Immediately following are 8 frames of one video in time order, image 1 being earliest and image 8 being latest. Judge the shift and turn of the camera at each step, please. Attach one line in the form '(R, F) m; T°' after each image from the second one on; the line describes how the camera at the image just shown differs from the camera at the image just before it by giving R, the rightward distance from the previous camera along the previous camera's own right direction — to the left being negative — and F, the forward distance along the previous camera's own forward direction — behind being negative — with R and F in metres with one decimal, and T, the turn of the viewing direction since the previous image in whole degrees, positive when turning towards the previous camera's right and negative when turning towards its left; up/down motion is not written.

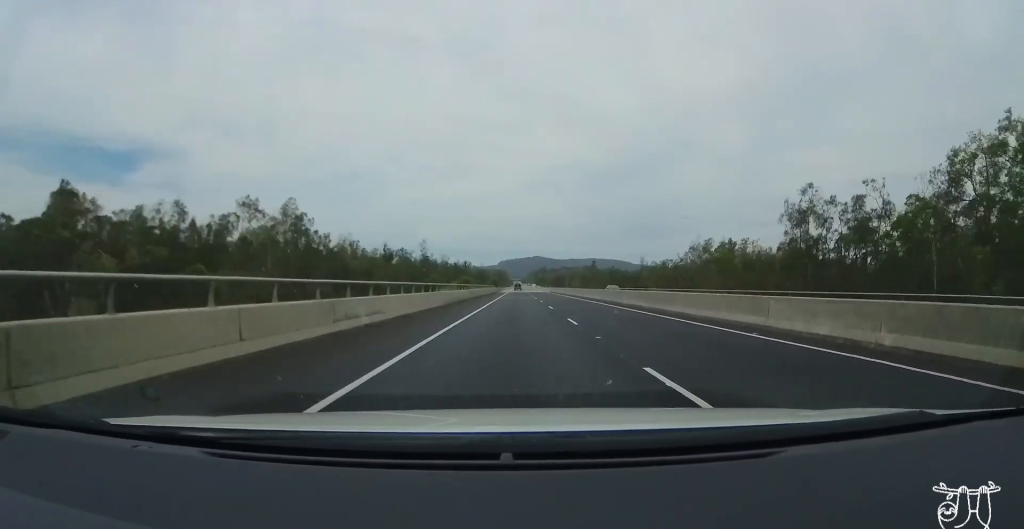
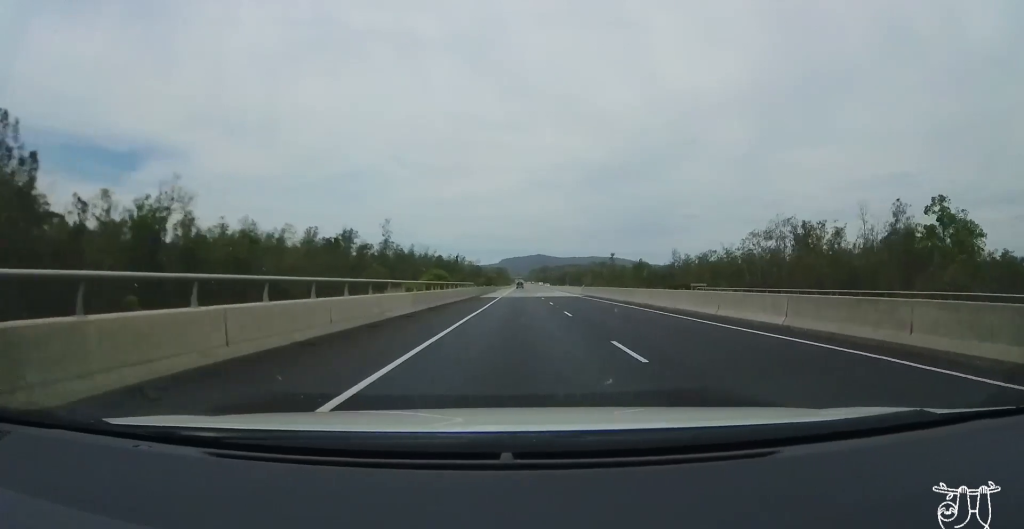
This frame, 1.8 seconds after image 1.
(-1.2, +55.5) m; -2°
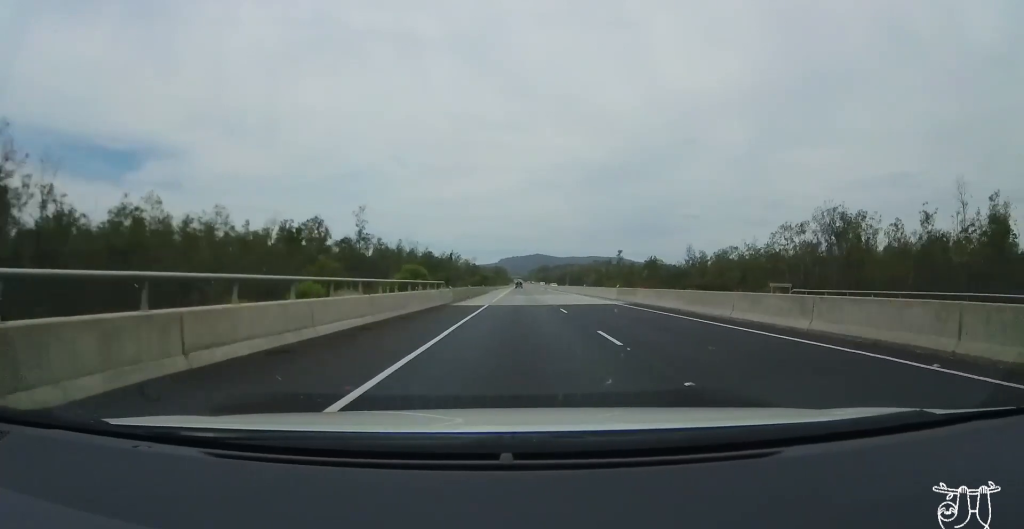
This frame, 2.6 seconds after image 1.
(-0.1, +21.5) m; +1°
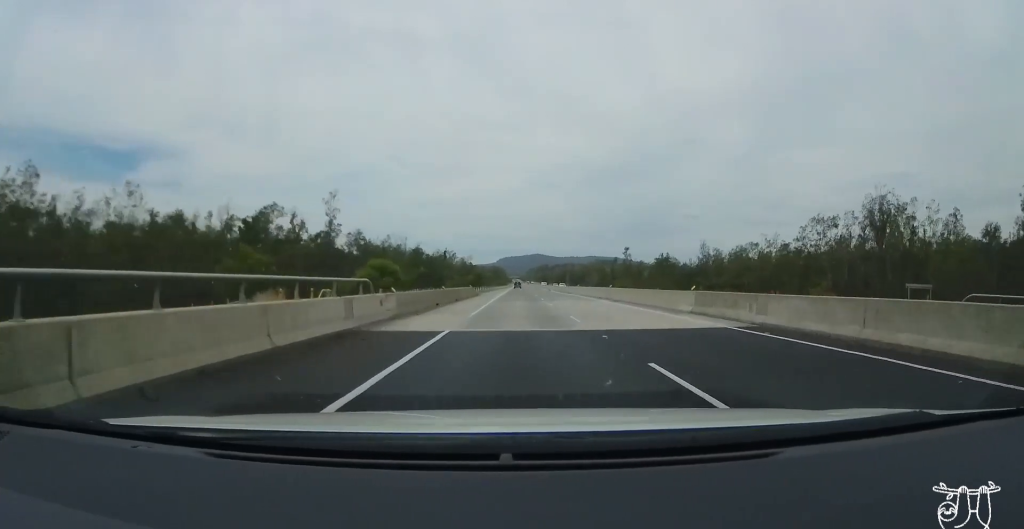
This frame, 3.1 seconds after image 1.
(+0.3, +16.7) m; +1°
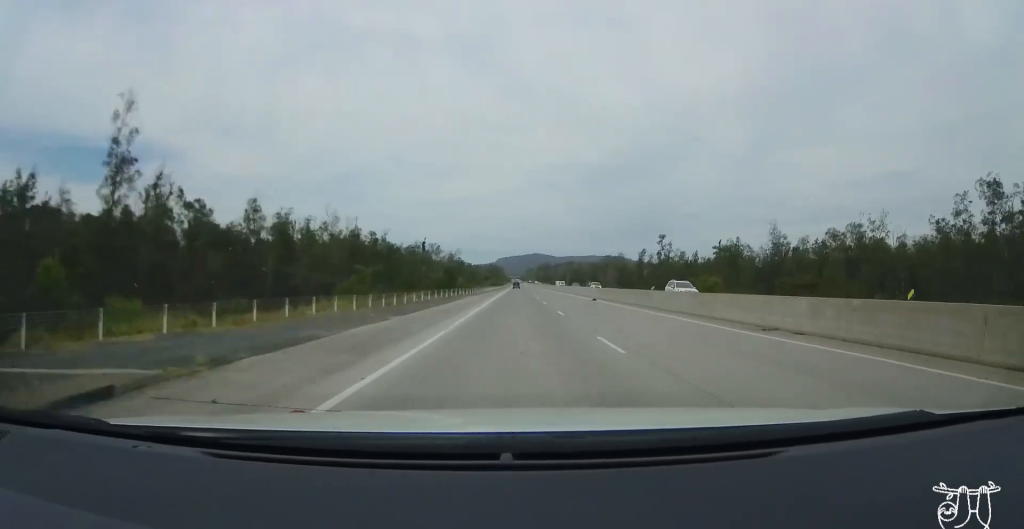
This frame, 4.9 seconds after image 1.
(0.0, +53.9) m; 0°
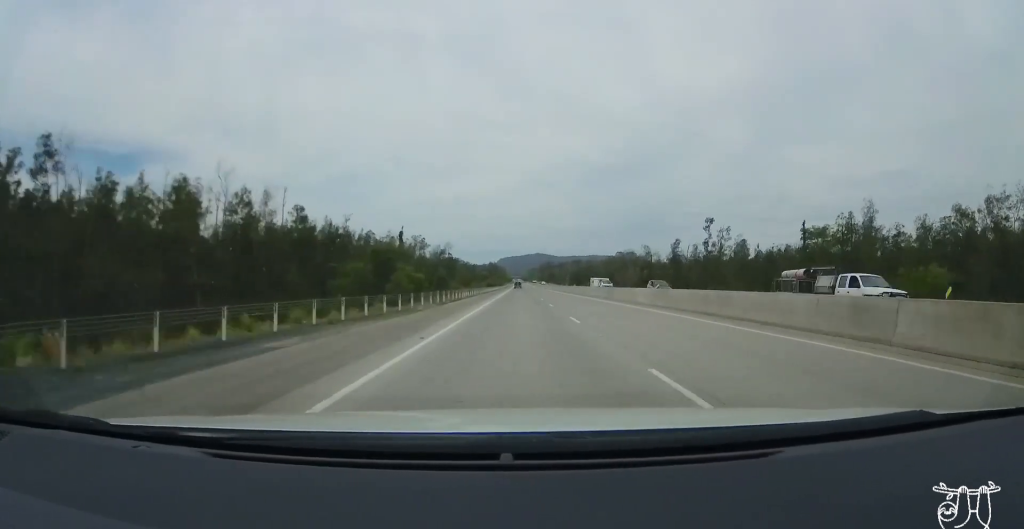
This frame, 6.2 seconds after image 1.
(+0.2, +39.6) m; +1°
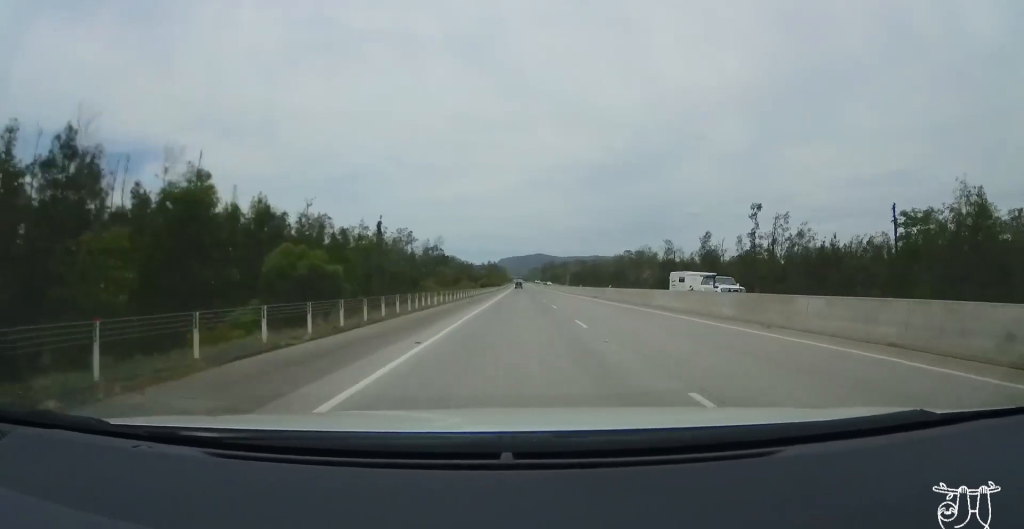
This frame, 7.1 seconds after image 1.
(+0.1, +25.2) m; 0°
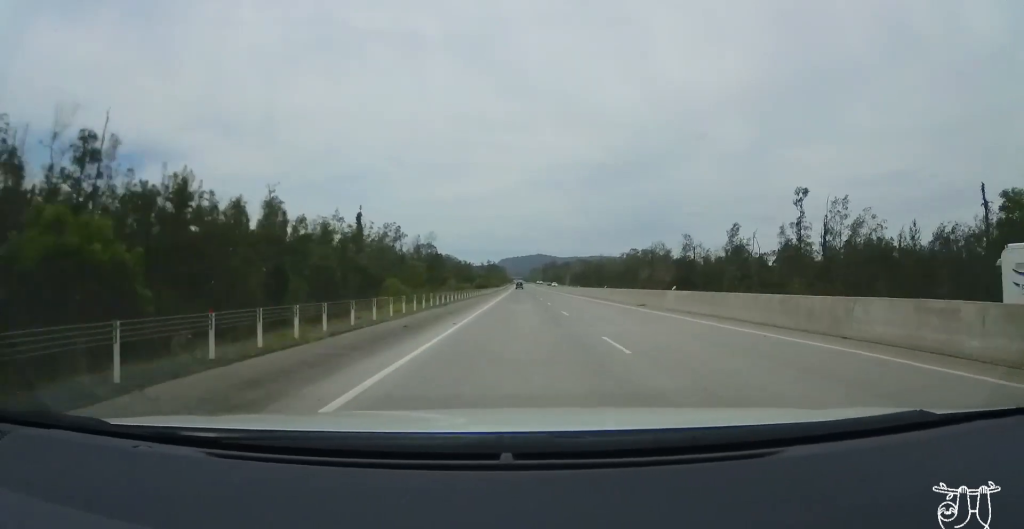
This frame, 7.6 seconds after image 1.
(0.0, +16.9) m; 0°
